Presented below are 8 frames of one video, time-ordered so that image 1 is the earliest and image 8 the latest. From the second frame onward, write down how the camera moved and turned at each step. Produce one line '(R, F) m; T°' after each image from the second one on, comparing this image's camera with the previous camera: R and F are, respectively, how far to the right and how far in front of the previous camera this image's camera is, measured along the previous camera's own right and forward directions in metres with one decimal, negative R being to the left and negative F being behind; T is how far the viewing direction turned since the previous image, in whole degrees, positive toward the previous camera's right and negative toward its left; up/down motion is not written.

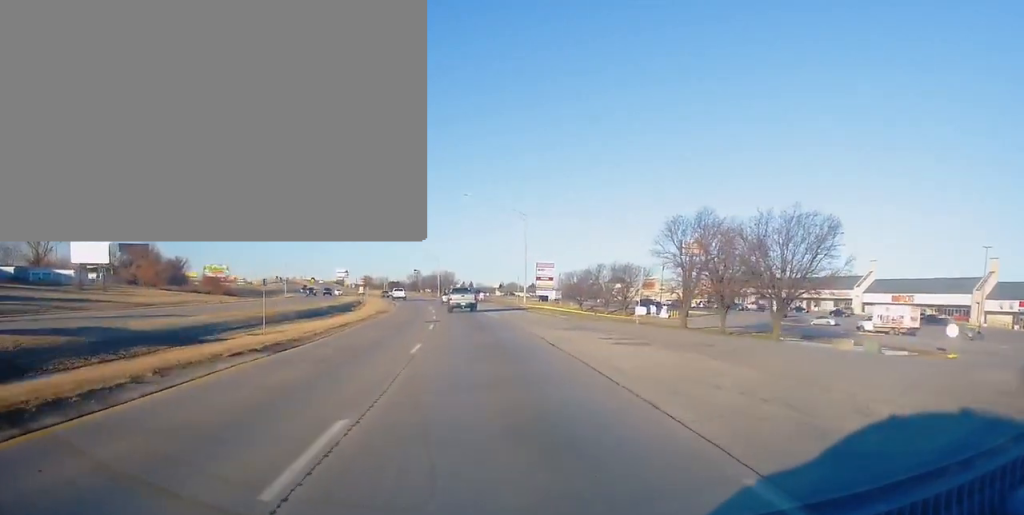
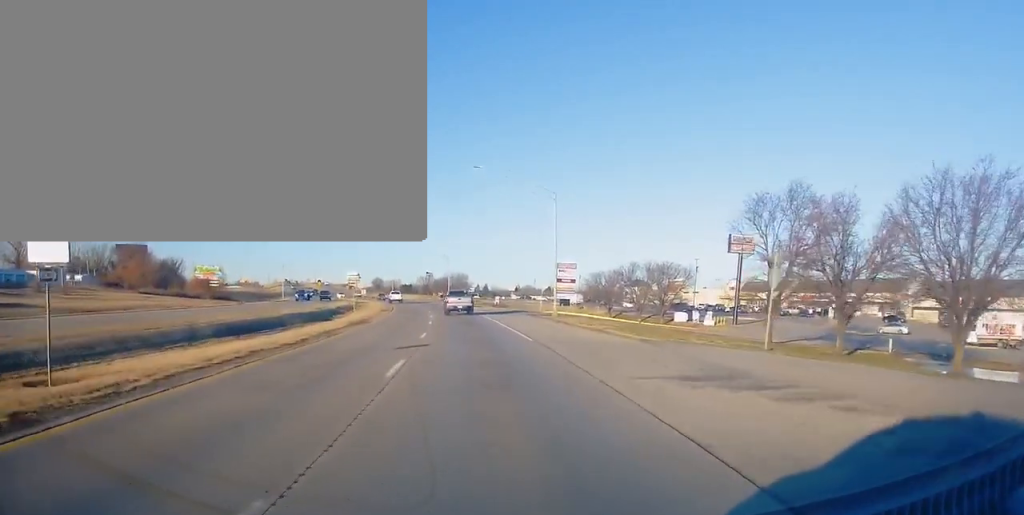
(+0.1, +17.9) m; -1°
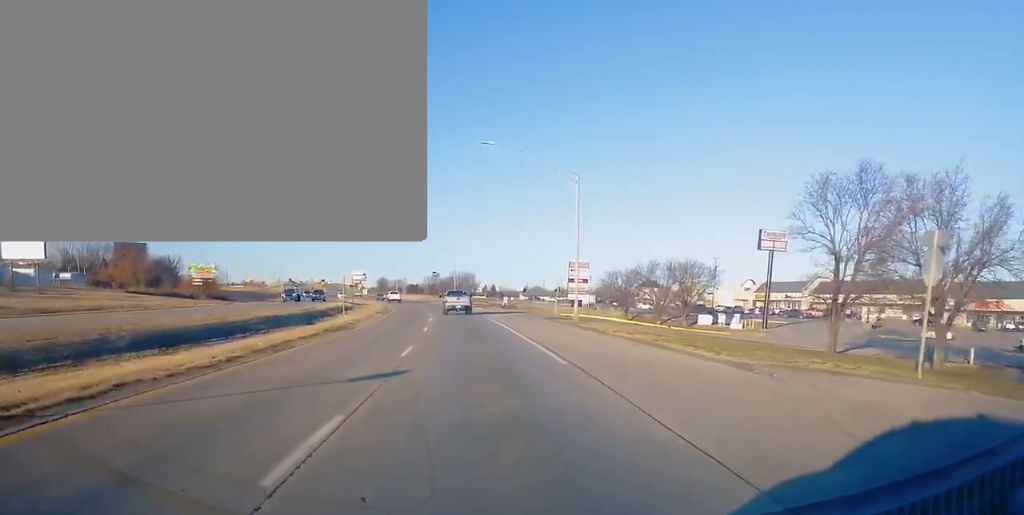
(-0.1, +8.9) m; -1°
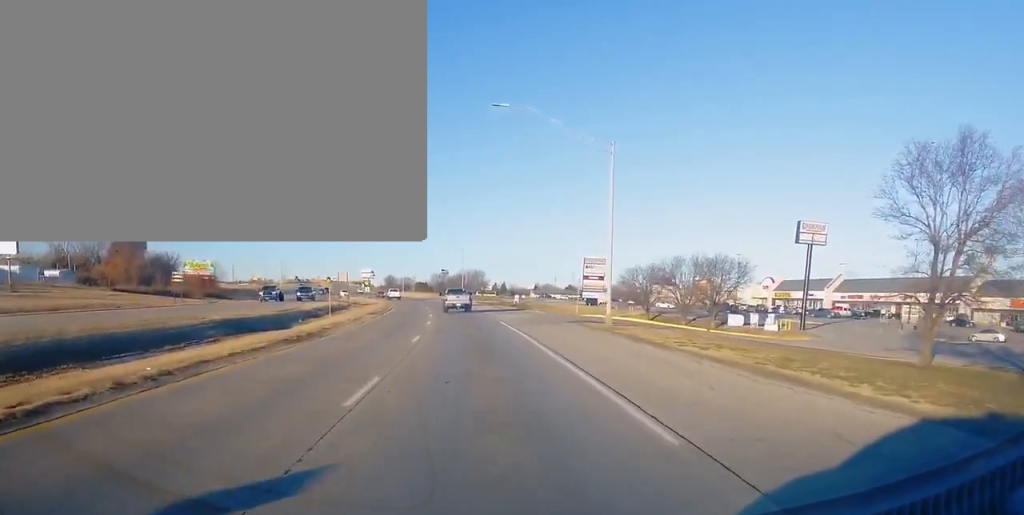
(0.0, +9.3) m; 0°
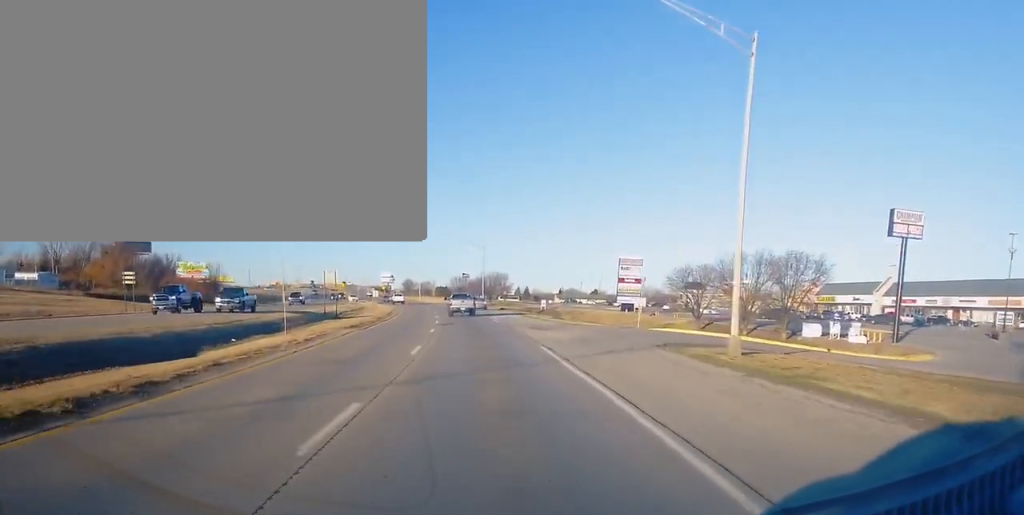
(0.0, +17.4) m; -1°
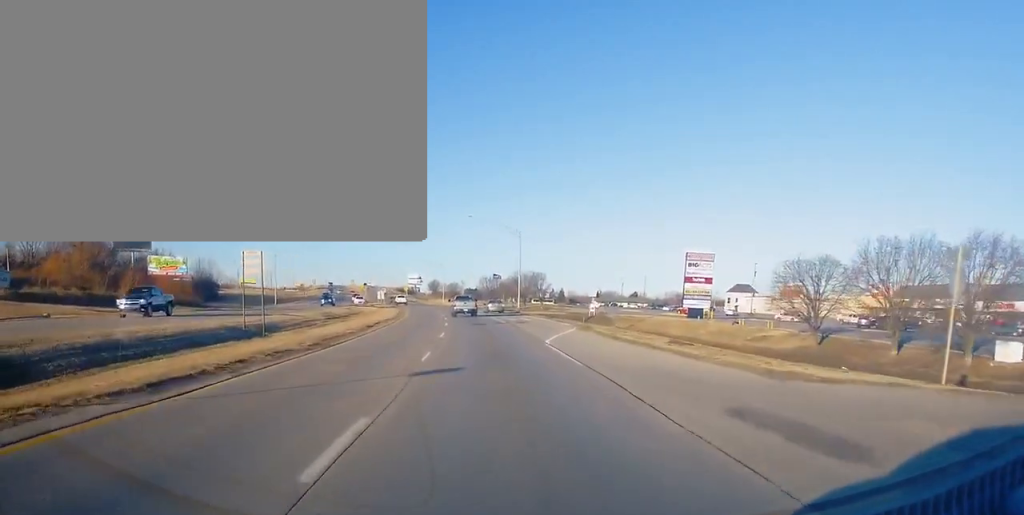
(-0.9, +28.7) m; -3°
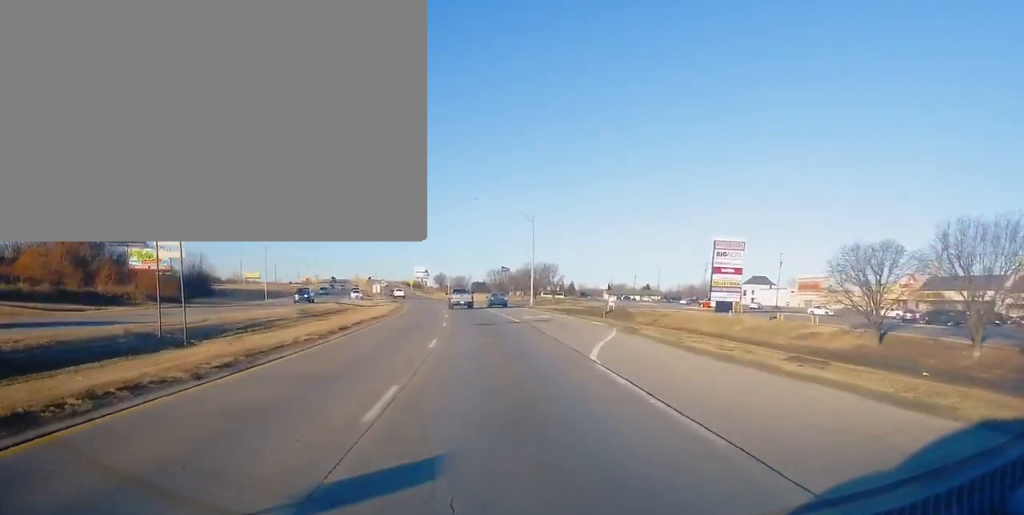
(0.0, +10.7) m; 0°
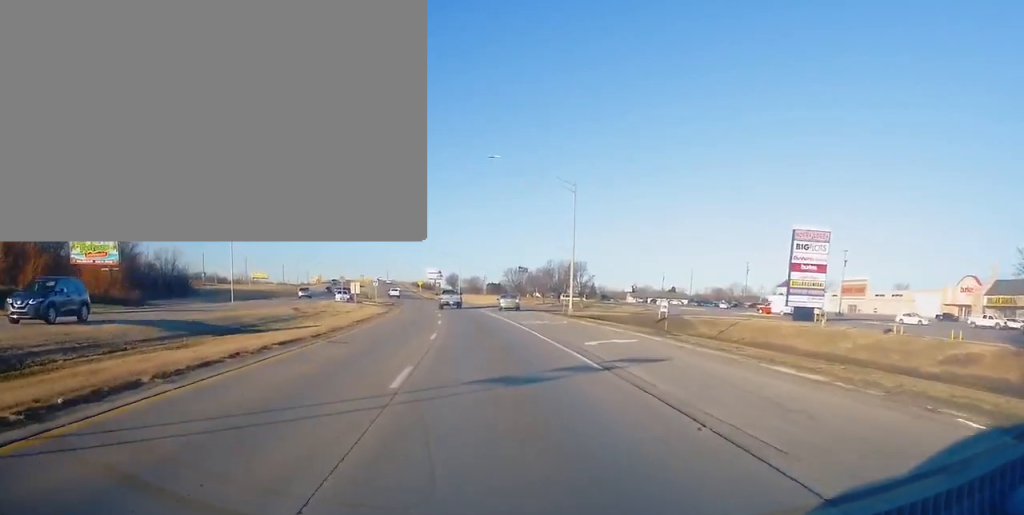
(-0.3, +24.0) m; -2°
